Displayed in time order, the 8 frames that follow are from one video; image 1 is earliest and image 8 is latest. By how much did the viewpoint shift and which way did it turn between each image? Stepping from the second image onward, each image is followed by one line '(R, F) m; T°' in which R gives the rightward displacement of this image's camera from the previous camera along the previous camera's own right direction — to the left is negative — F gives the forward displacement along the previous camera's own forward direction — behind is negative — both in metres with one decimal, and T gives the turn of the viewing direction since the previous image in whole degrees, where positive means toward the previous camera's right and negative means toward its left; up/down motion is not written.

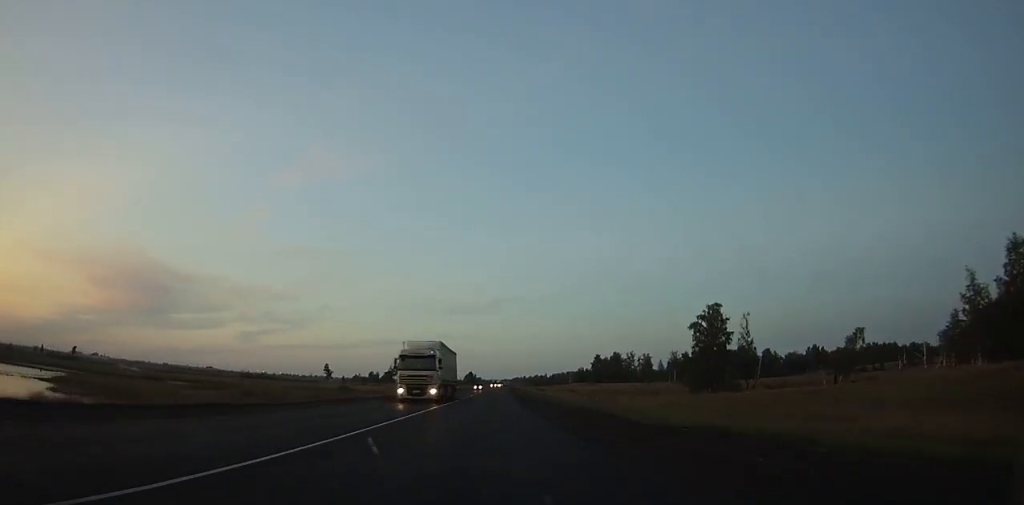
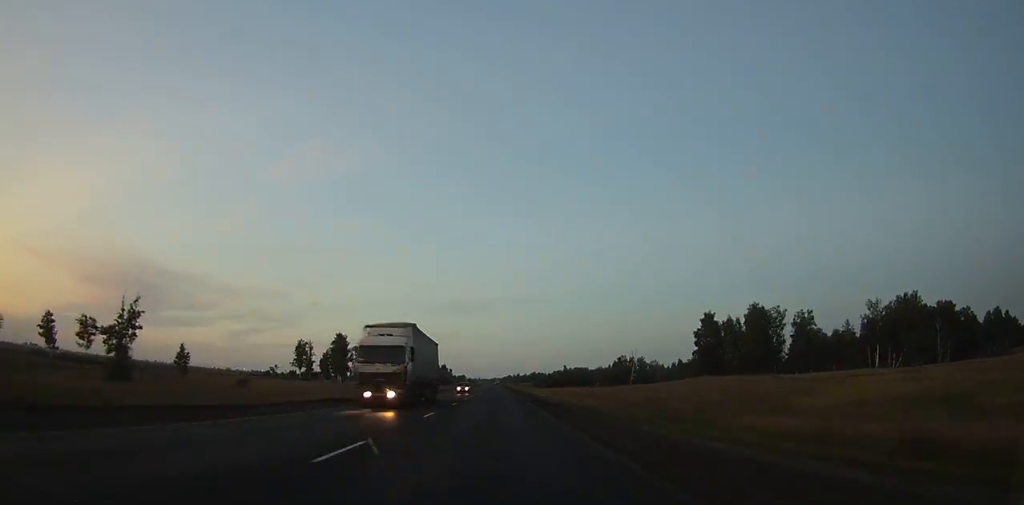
(+1.9, +209.5) m; +1°
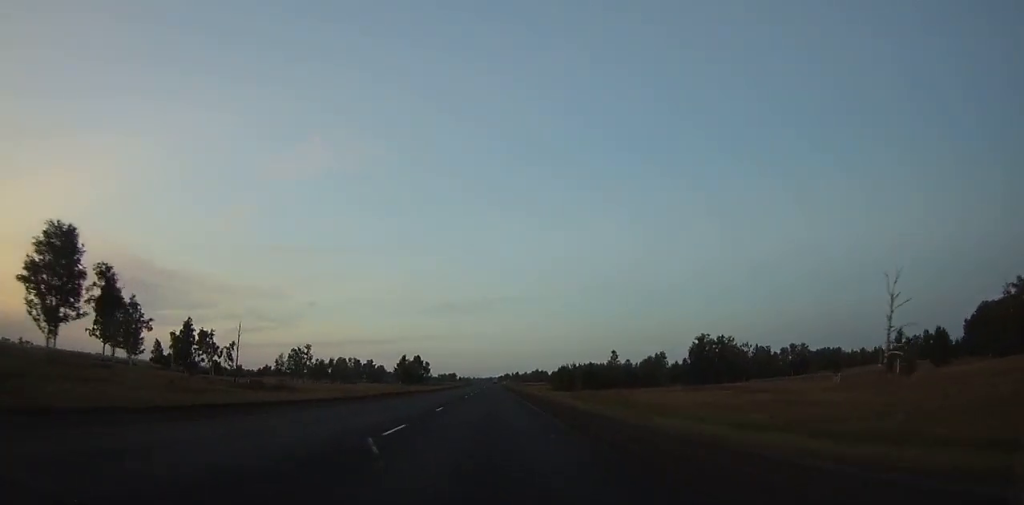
(+0.2, +127.8) m; 0°
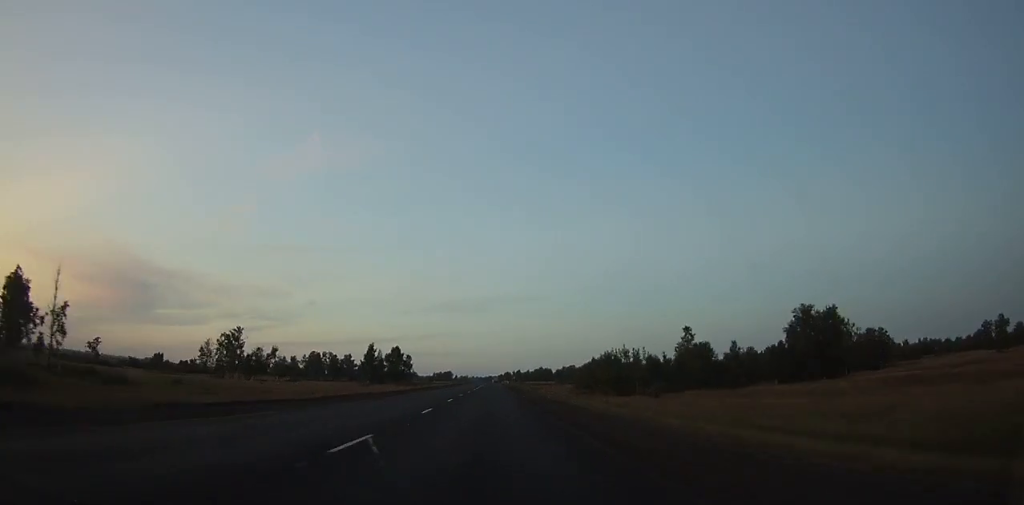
(+0.1, +63.4) m; 0°
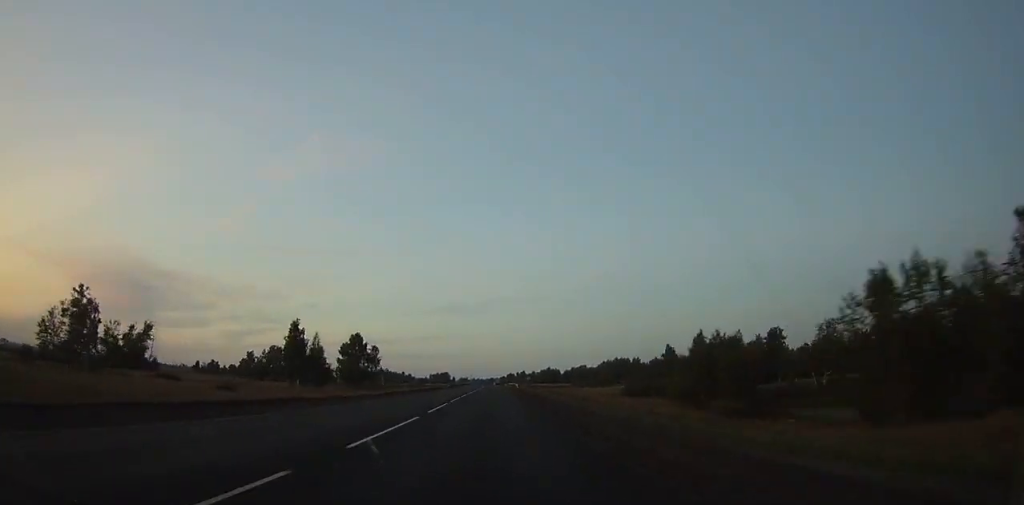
(0.0, +70.0) m; 0°
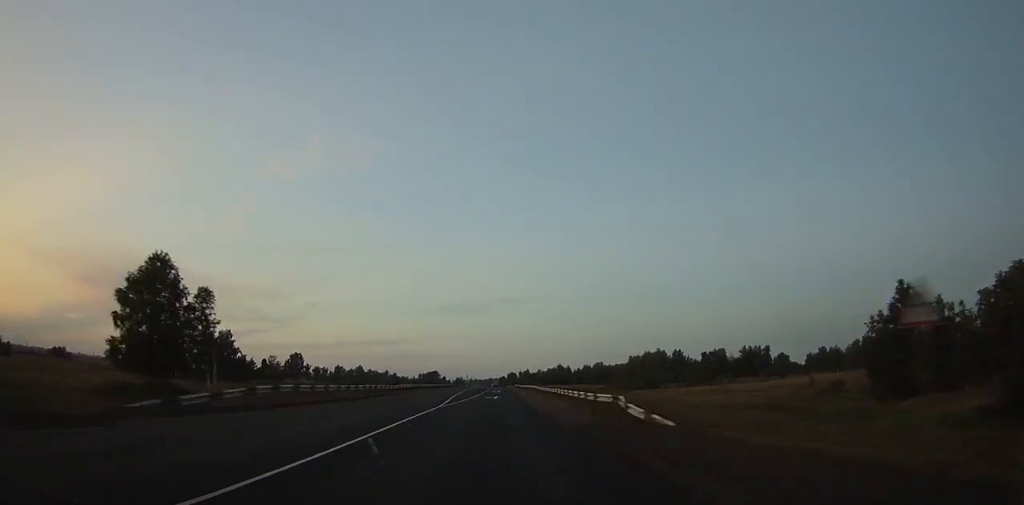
(-0.1, +103.1) m; 0°
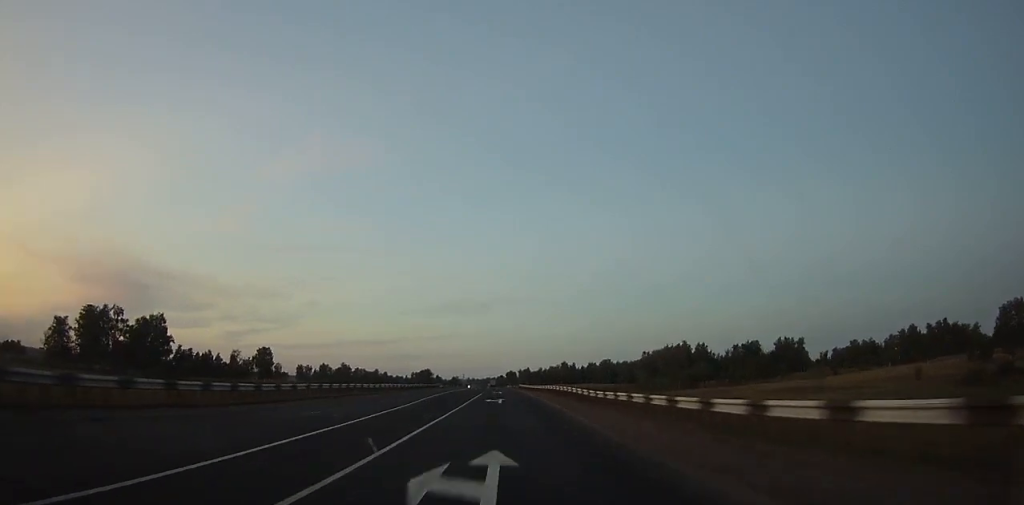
(0.0, +41.9) m; 0°
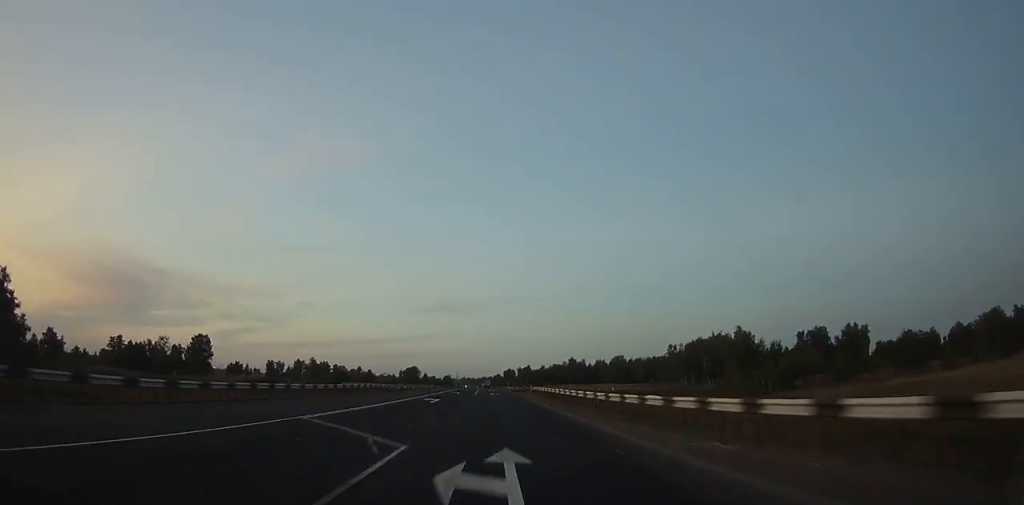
(0.0, +59.4) m; 0°
